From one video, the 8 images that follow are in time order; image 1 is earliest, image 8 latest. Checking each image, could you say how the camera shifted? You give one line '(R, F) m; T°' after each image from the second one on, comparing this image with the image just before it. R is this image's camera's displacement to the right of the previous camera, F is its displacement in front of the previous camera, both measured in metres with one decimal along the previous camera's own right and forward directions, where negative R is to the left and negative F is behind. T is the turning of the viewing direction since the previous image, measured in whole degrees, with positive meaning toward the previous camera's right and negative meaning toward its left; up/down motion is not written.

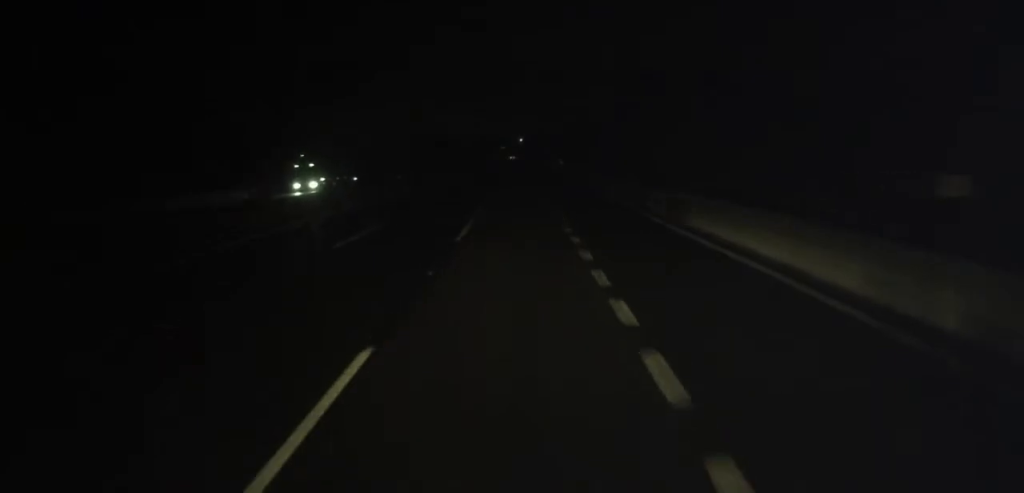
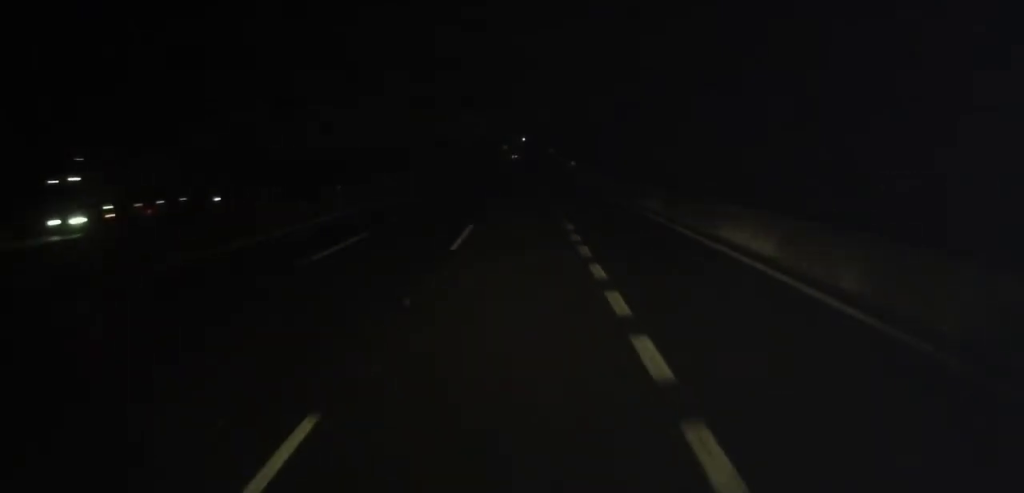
(-0.2, +19.4) m; 0°
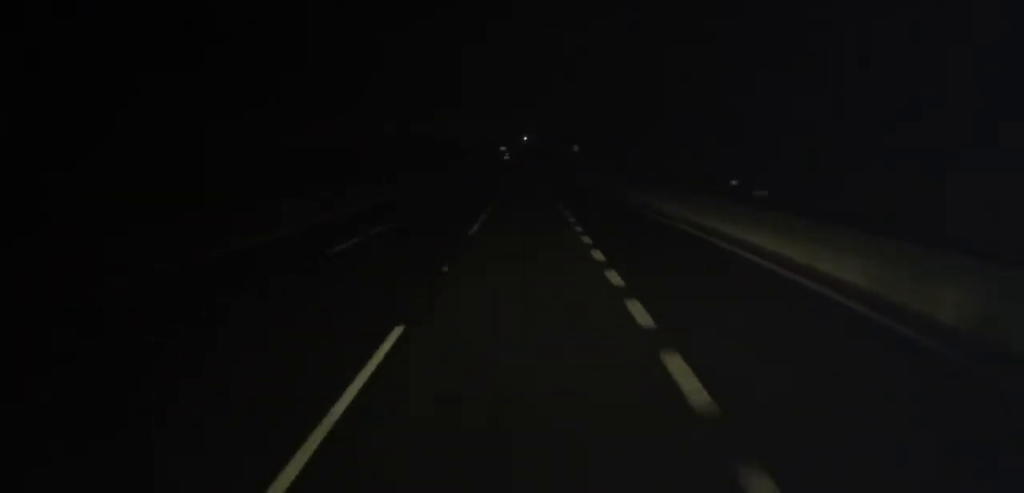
(-0.3, +67.1) m; 0°
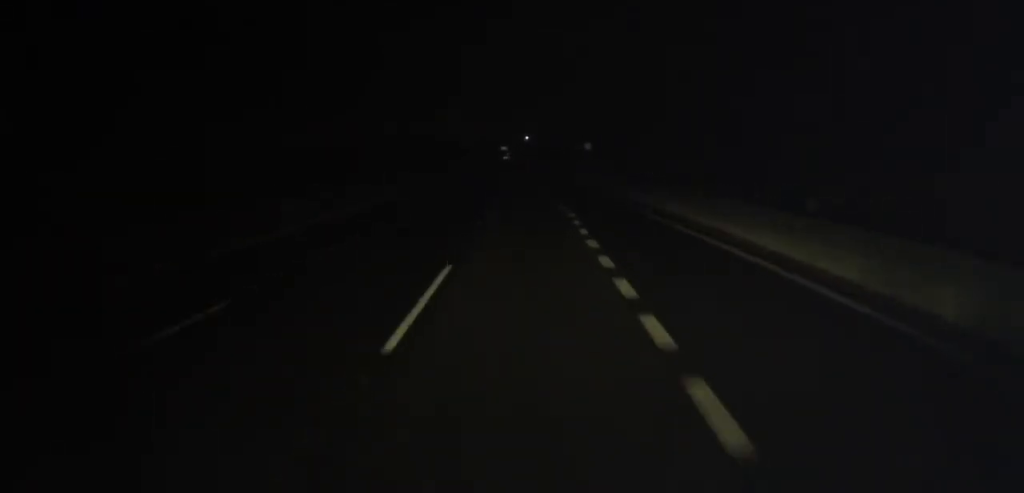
(0.0, +12.6) m; 0°
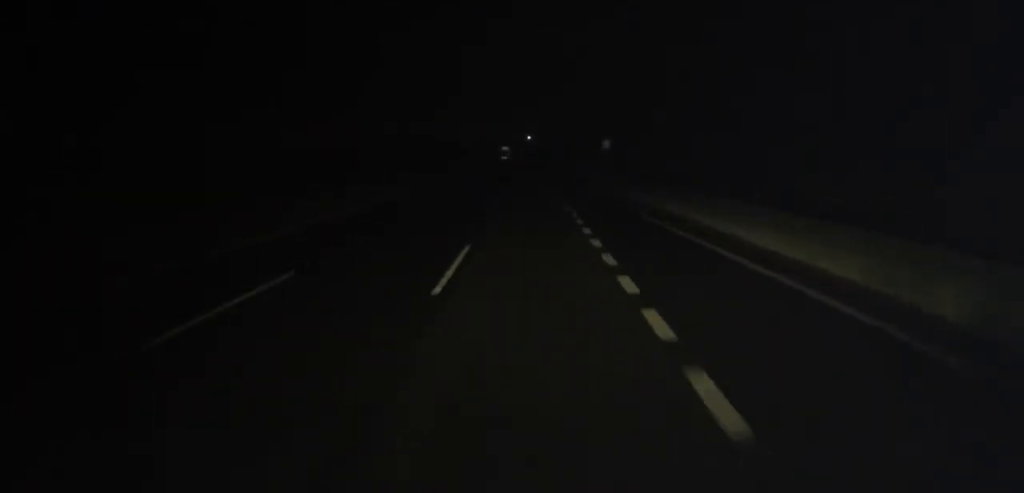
(+0.2, +14.1) m; 0°
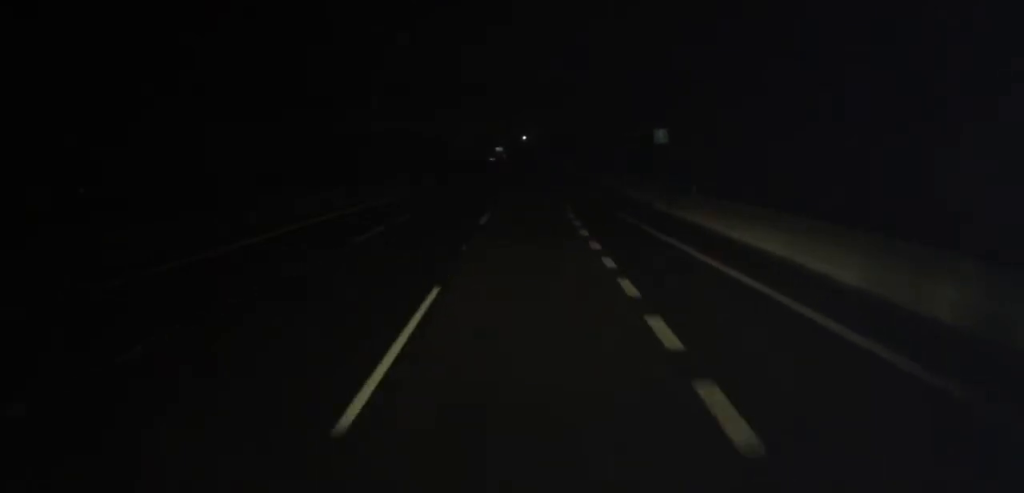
(-0.3, +23.5) m; -1°
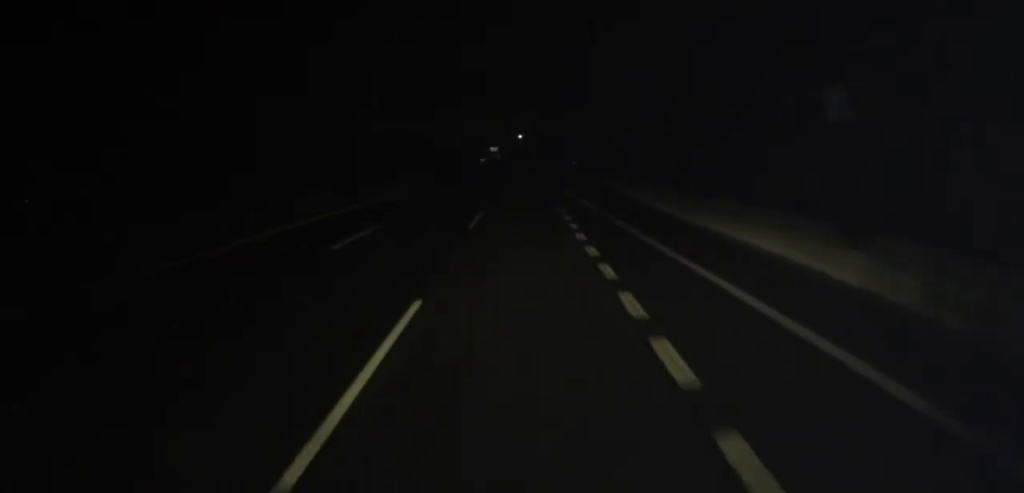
(-0.2, +18.8) m; 0°
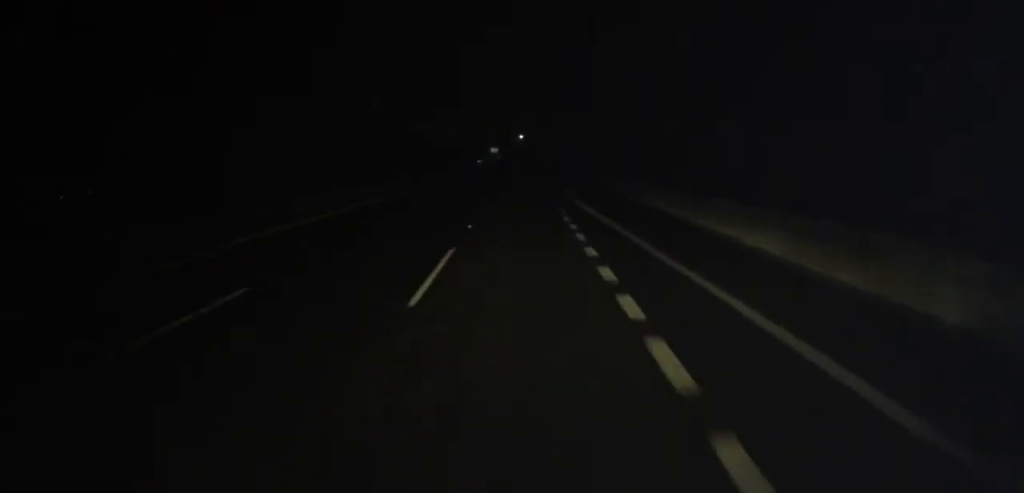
(-0.1, +11.7) m; 0°
